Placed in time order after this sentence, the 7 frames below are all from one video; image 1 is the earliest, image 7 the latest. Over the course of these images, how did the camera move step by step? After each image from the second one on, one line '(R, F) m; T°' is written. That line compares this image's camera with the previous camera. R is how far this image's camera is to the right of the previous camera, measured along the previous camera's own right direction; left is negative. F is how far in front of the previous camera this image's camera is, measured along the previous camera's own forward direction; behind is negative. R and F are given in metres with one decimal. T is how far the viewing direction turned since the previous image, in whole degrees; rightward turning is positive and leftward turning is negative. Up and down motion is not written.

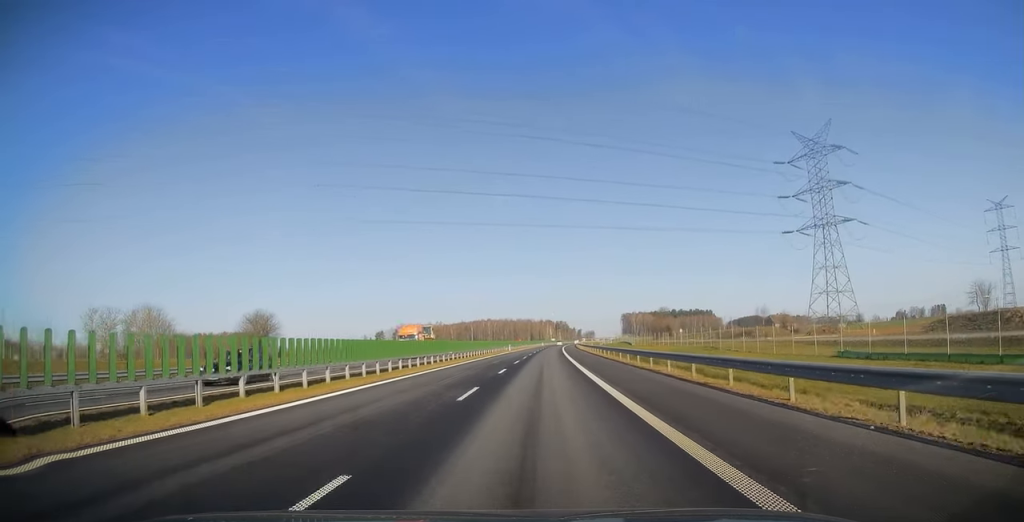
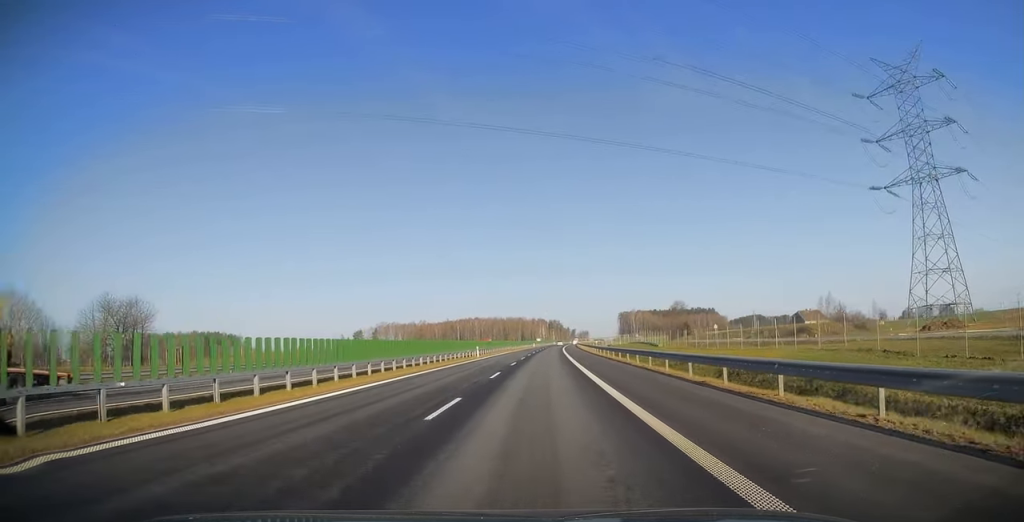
(+0.1, +39.4) m; +1°
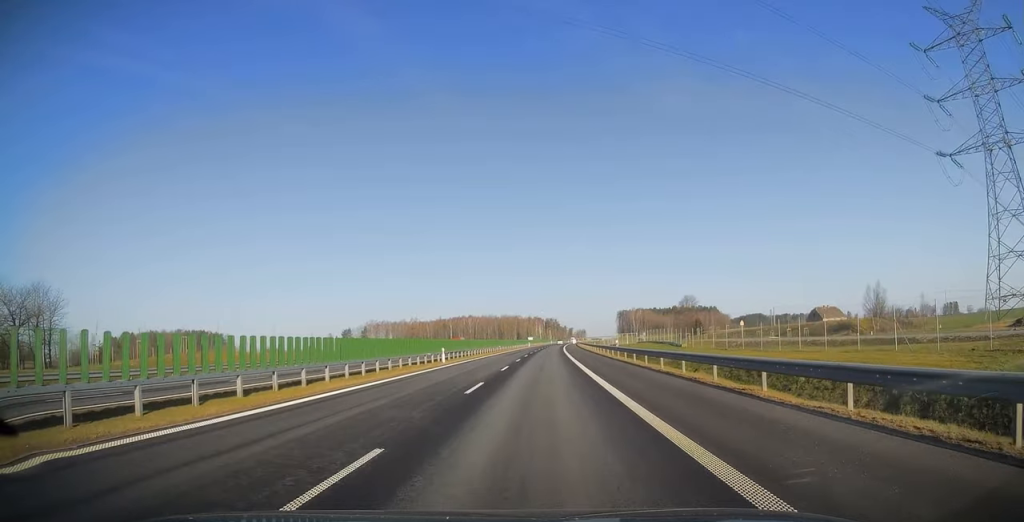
(0.0, +18.9) m; +1°
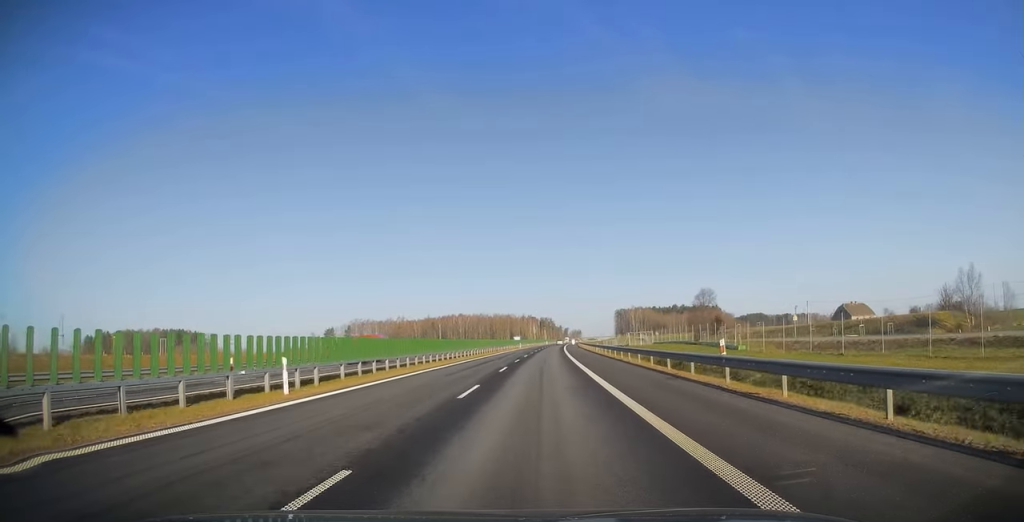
(+0.3, +25.2) m; +1°
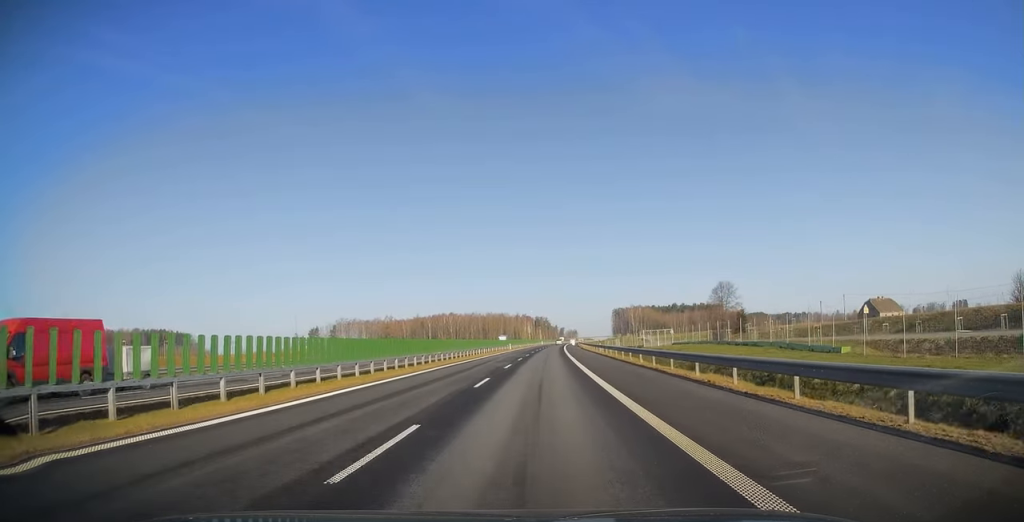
(0.0, +20.5) m; 0°
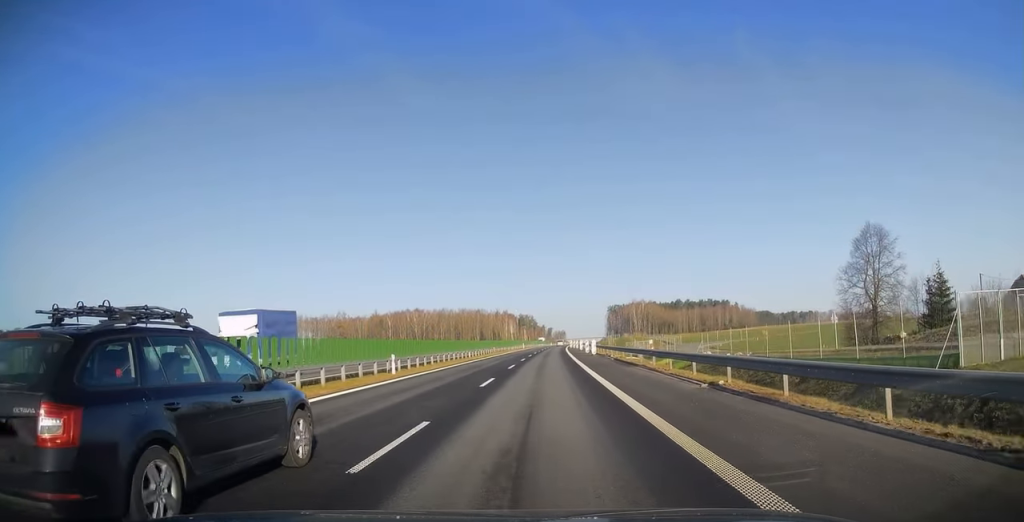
(+1.0, +71.3) m; +2°
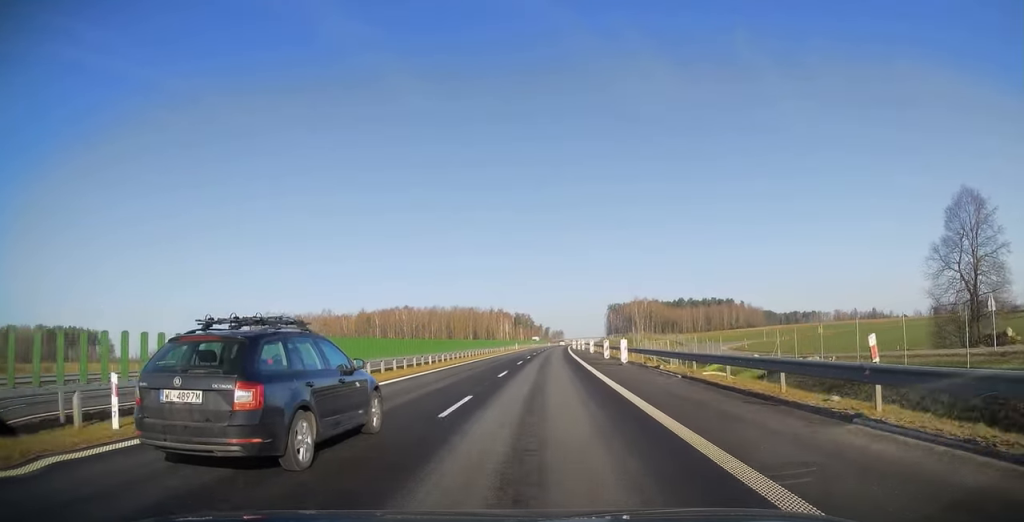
(0.0, +19.4) m; 0°
